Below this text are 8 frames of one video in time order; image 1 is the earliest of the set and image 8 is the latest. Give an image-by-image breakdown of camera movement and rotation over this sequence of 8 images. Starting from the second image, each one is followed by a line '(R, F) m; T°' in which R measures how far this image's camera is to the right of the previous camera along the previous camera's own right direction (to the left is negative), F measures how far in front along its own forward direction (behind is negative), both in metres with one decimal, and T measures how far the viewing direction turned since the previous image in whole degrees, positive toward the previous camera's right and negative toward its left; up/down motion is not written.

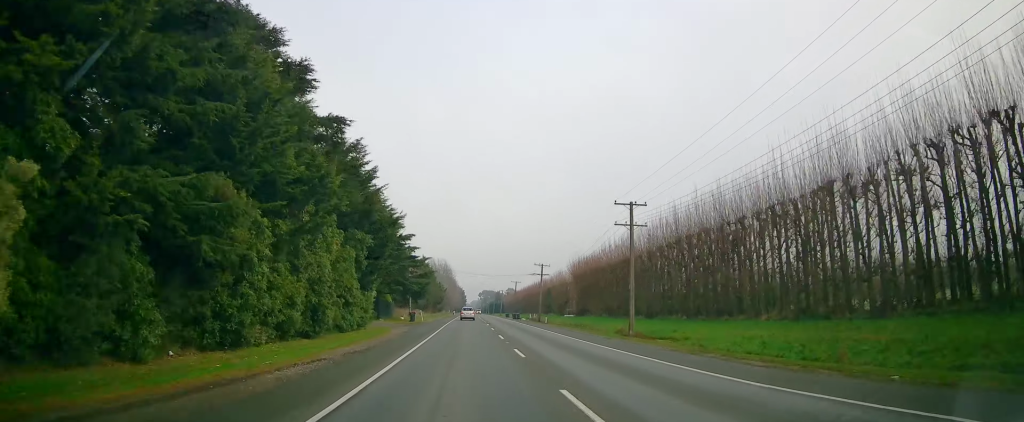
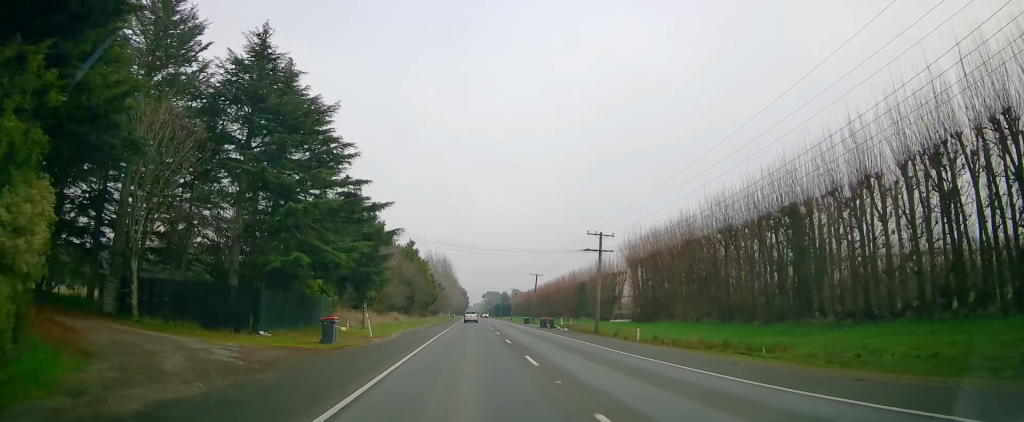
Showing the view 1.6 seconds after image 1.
(+0.6, +32.2) m; +1°
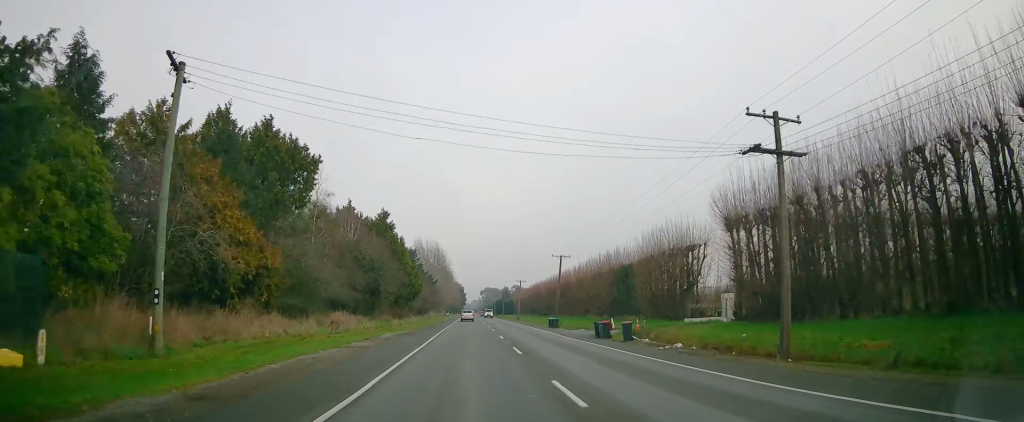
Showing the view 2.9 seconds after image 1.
(-0.3, +26.1) m; 0°
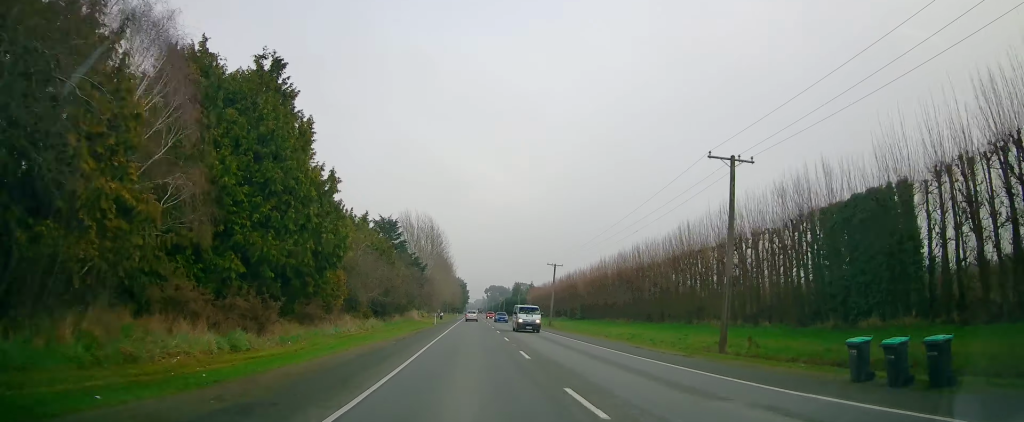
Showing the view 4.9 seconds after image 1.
(-0.1, +41.1) m; +1°
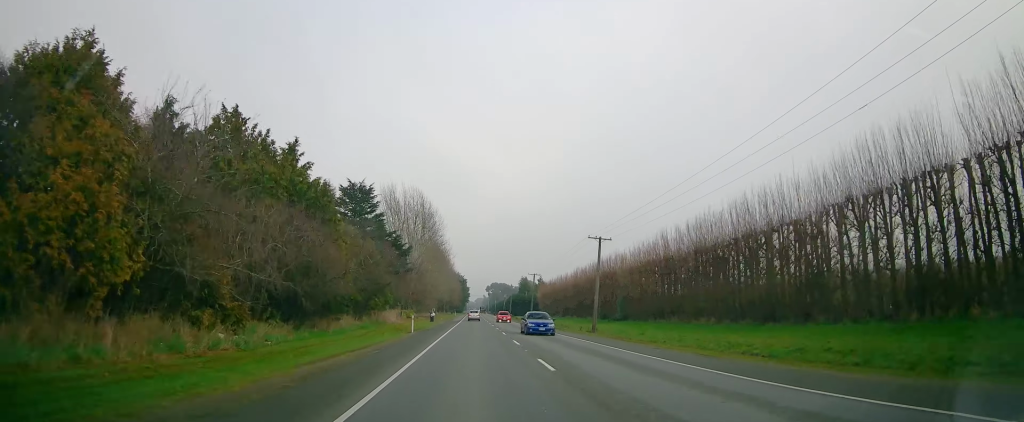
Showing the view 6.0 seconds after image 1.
(+0.9, +24.3) m; 0°
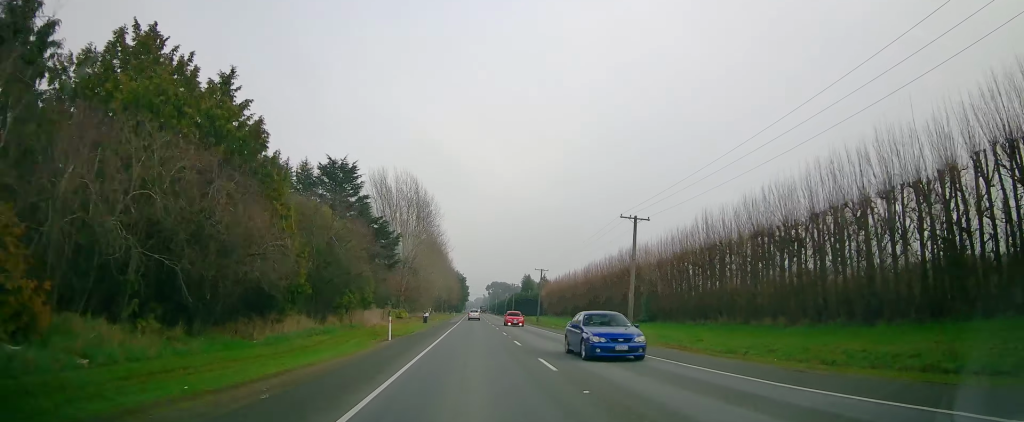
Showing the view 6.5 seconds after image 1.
(-0.4, +10.2) m; -1°
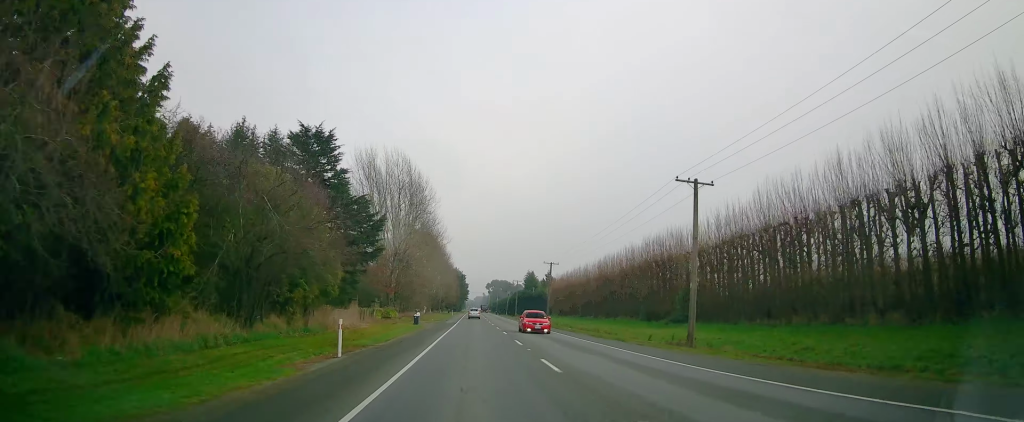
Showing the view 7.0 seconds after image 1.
(-0.2, +10.2) m; -1°
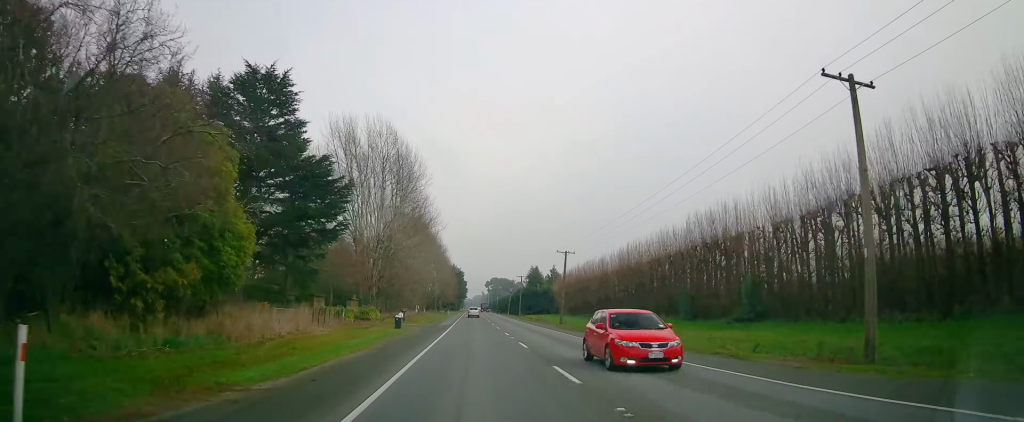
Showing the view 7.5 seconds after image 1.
(0.0, +12.4) m; +1°
